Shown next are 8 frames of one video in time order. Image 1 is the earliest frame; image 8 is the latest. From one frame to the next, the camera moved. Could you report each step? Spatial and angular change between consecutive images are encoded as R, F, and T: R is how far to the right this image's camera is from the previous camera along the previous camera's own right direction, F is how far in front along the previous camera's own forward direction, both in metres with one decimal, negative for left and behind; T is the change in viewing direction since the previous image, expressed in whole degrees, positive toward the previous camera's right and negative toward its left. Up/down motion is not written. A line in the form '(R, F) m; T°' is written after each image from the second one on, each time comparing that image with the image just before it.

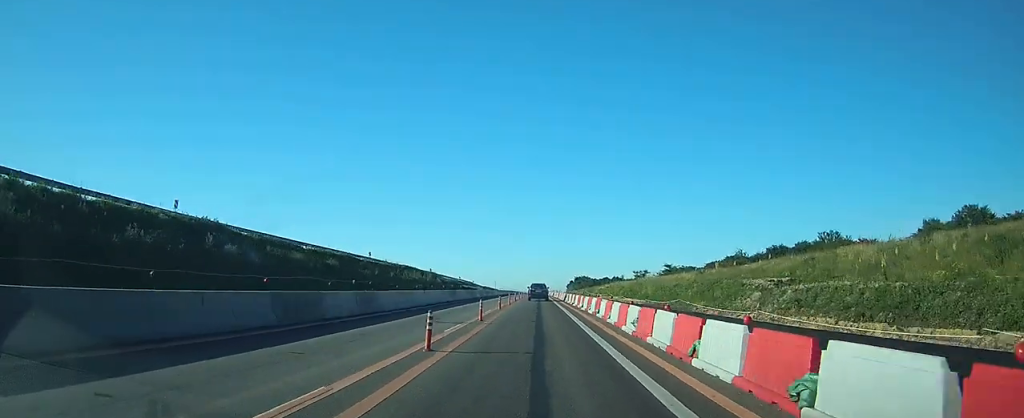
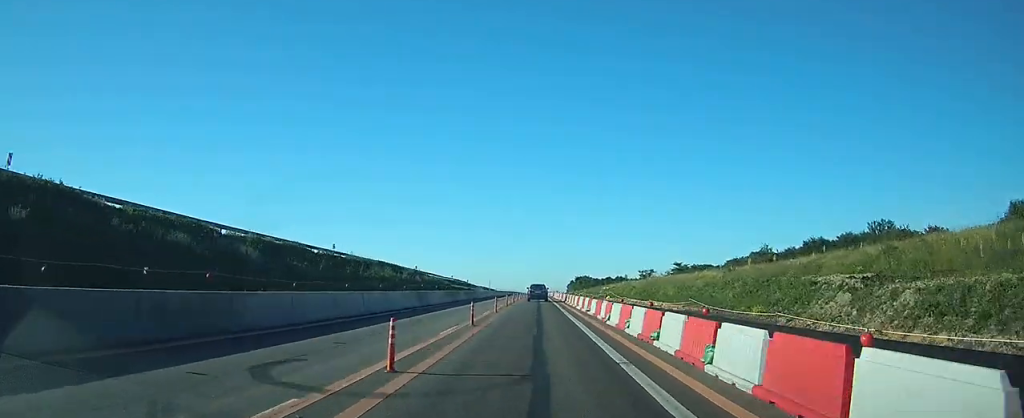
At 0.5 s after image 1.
(0.0, +12.8) m; 0°
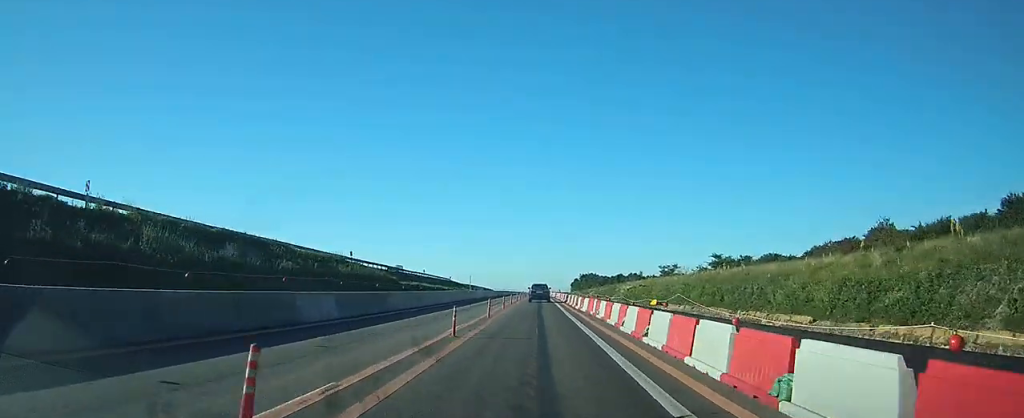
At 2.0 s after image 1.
(+0.1, +35.2) m; 0°
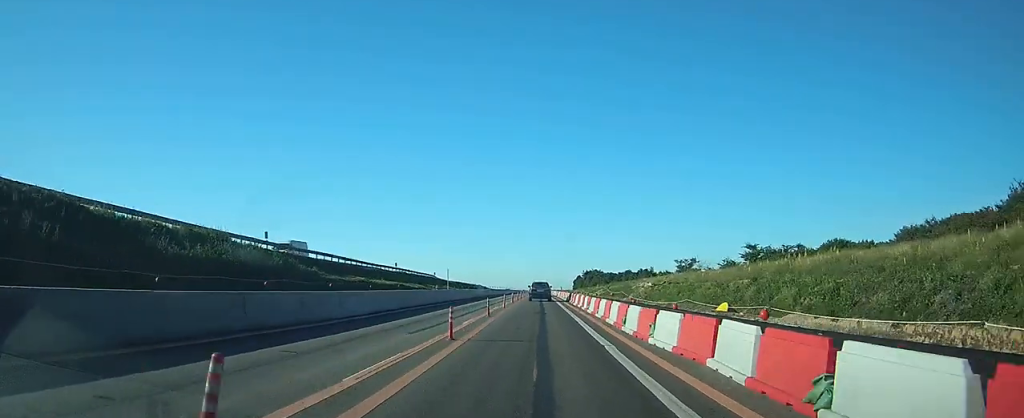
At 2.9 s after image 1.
(0.0, +20.9) m; 0°
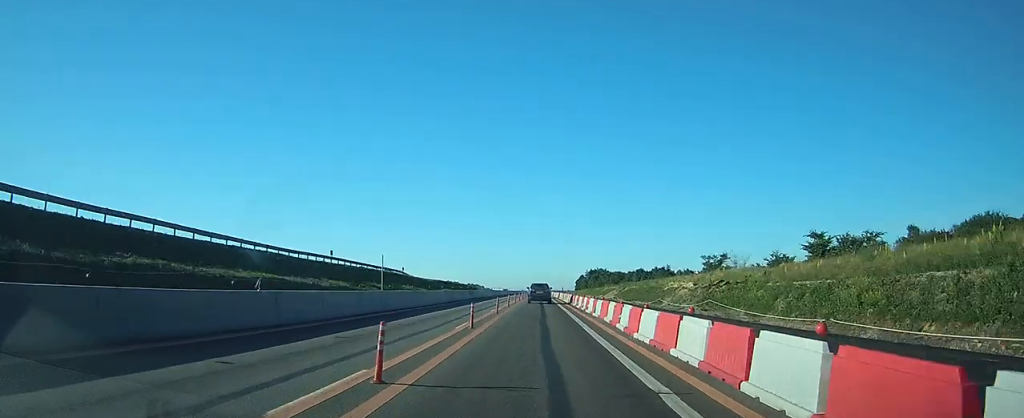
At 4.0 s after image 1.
(0.0, +26.4) m; 0°
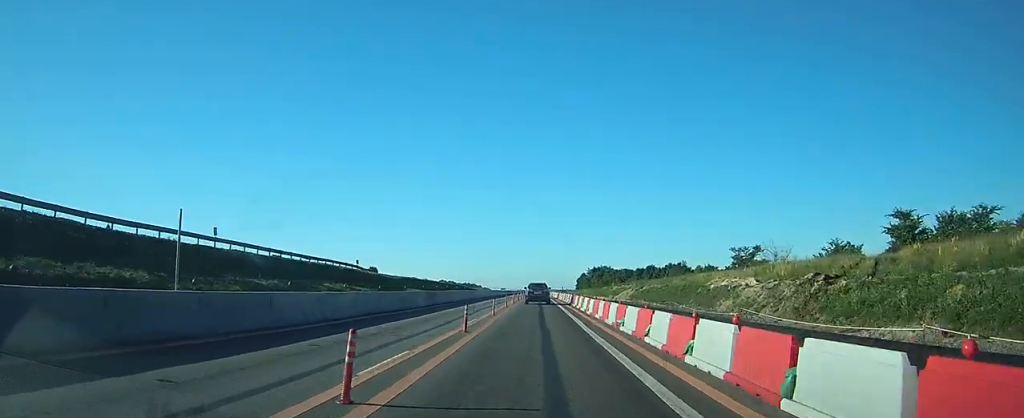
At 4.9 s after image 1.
(-0.1, +21.5) m; 0°
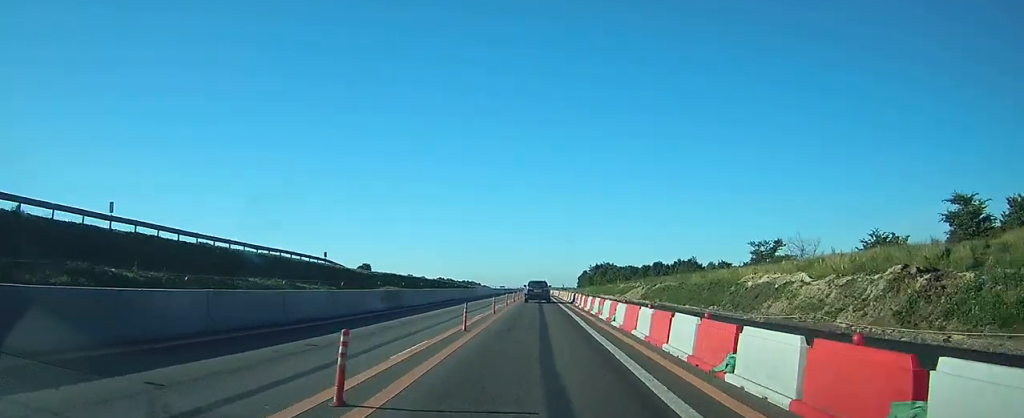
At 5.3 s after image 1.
(0.0, +10.2) m; 0°
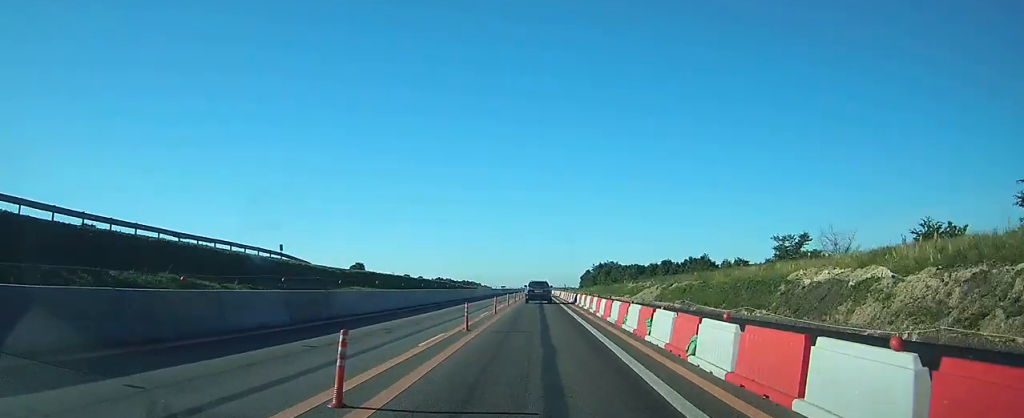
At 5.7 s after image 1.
(0.0, +10.2) m; 0°
